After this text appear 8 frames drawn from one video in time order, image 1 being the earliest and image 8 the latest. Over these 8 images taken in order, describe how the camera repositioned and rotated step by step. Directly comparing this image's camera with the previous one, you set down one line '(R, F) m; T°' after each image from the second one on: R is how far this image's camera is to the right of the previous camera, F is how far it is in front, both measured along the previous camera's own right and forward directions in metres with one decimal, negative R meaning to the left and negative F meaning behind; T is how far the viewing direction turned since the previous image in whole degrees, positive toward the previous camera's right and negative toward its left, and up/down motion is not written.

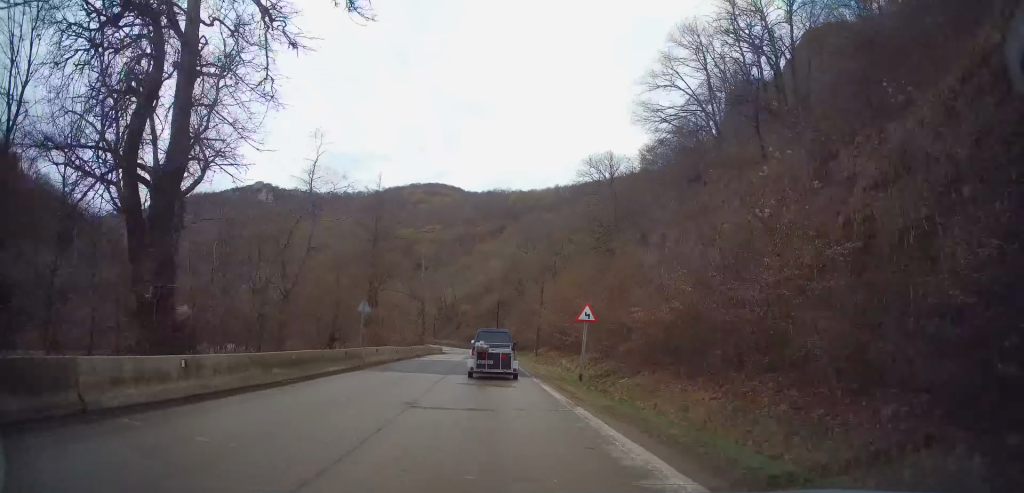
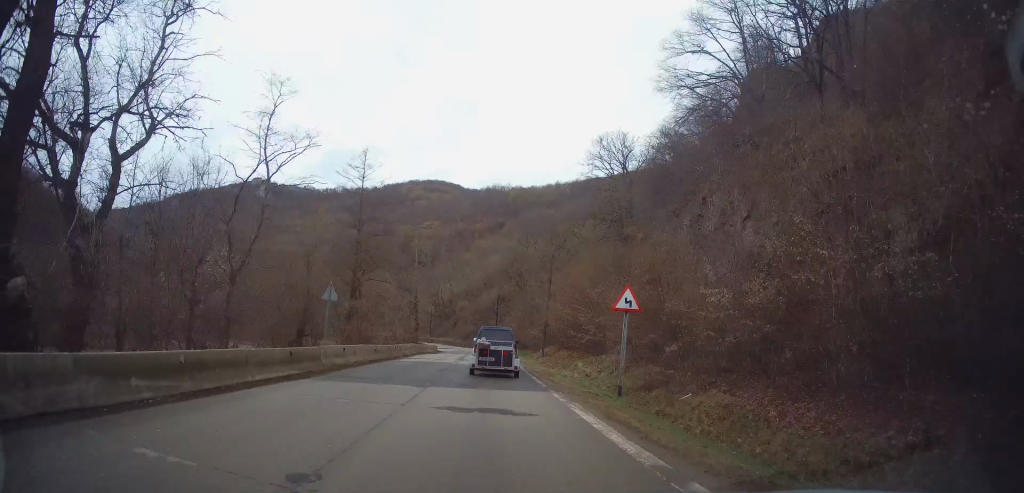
(0.0, +6.1) m; +1°
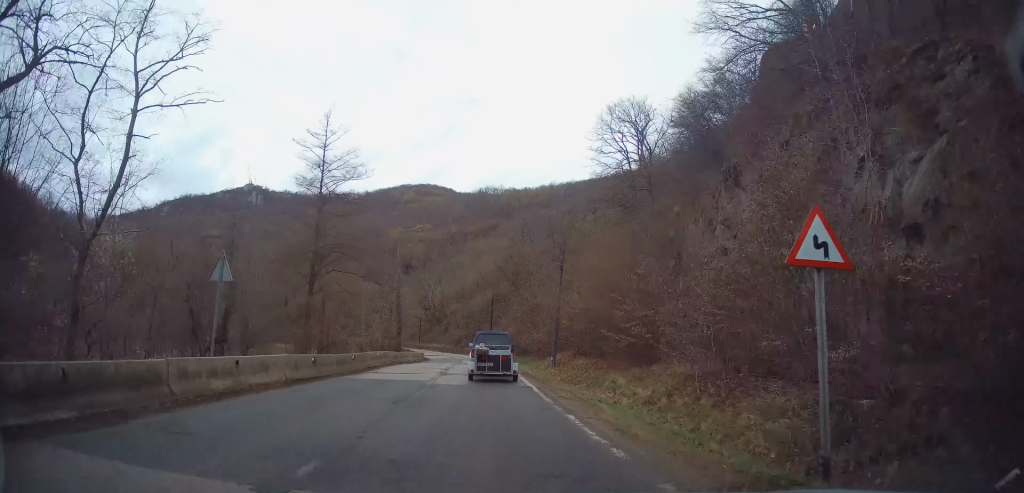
(+0.3, +9.2) m; +1°
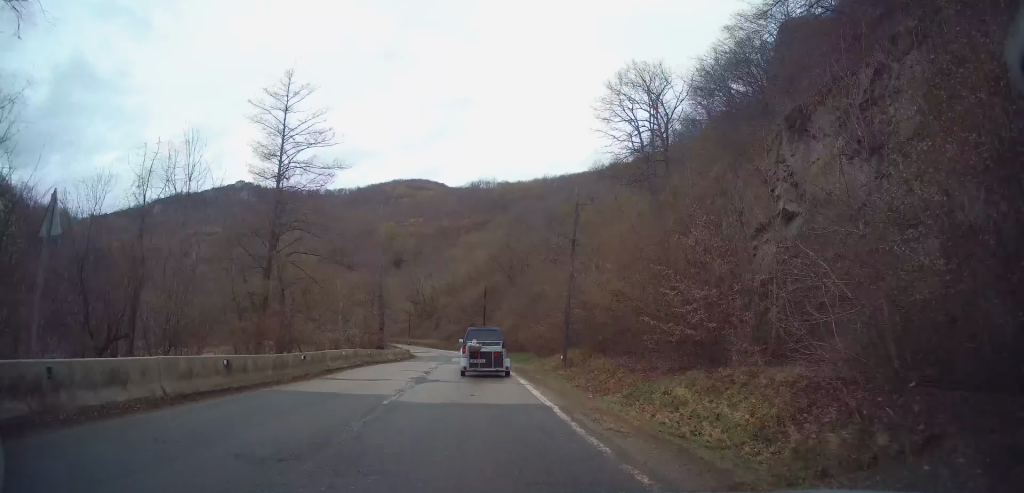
(0.0, +6.2) m; -1°
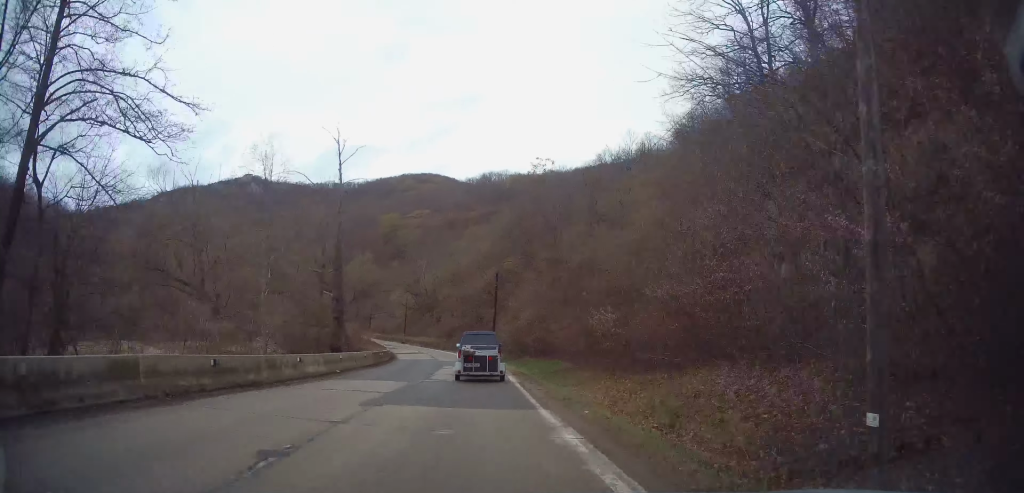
(-0.5, +18.7) m; -3°
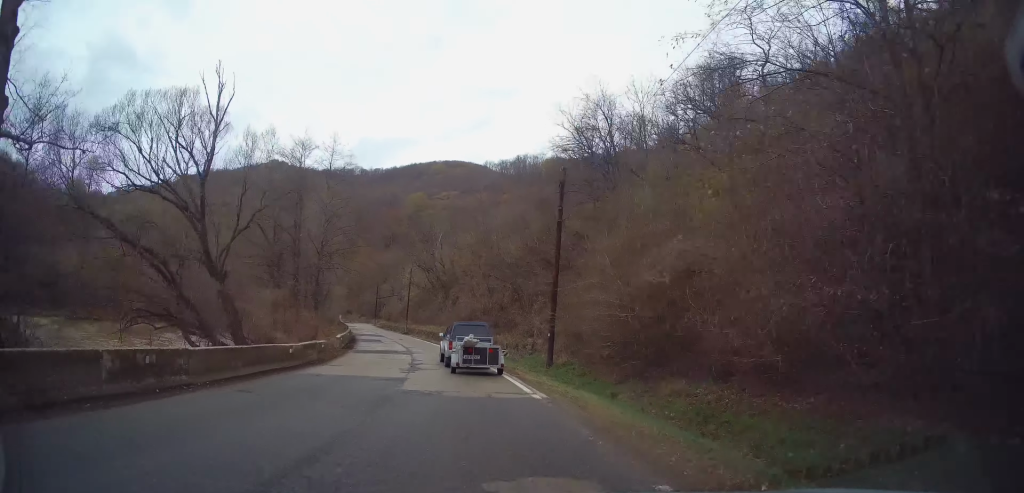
(0.0, +28.9) m; -2°
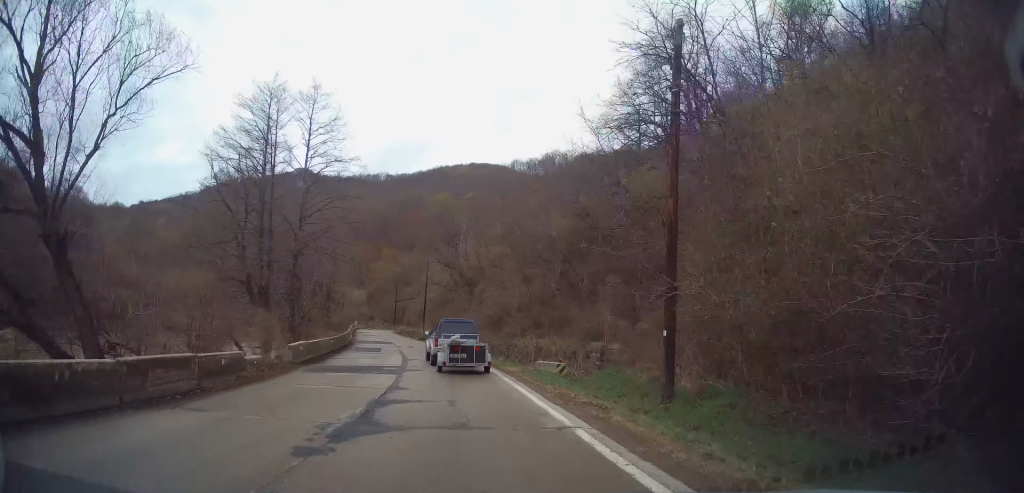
(-0.5, +11.9) m; -5°
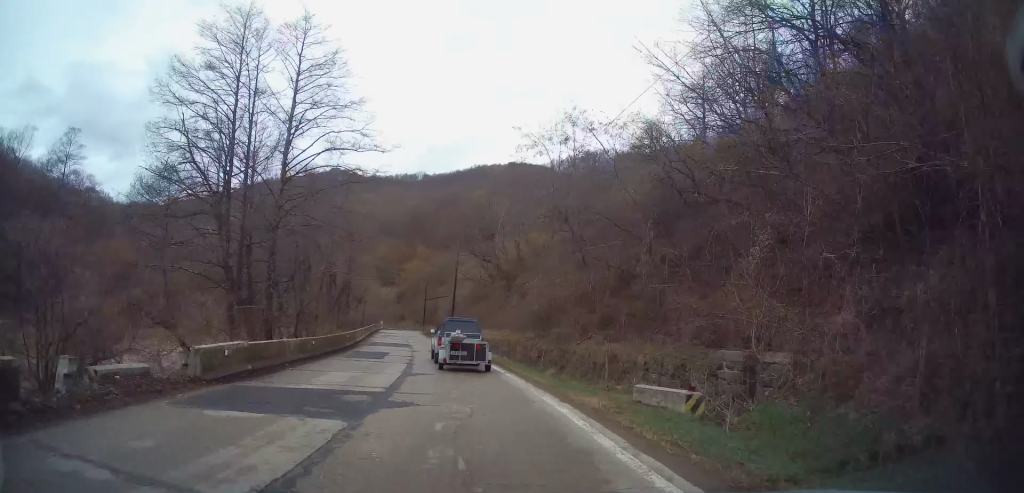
(-0.3, +9.3) m; -3°
